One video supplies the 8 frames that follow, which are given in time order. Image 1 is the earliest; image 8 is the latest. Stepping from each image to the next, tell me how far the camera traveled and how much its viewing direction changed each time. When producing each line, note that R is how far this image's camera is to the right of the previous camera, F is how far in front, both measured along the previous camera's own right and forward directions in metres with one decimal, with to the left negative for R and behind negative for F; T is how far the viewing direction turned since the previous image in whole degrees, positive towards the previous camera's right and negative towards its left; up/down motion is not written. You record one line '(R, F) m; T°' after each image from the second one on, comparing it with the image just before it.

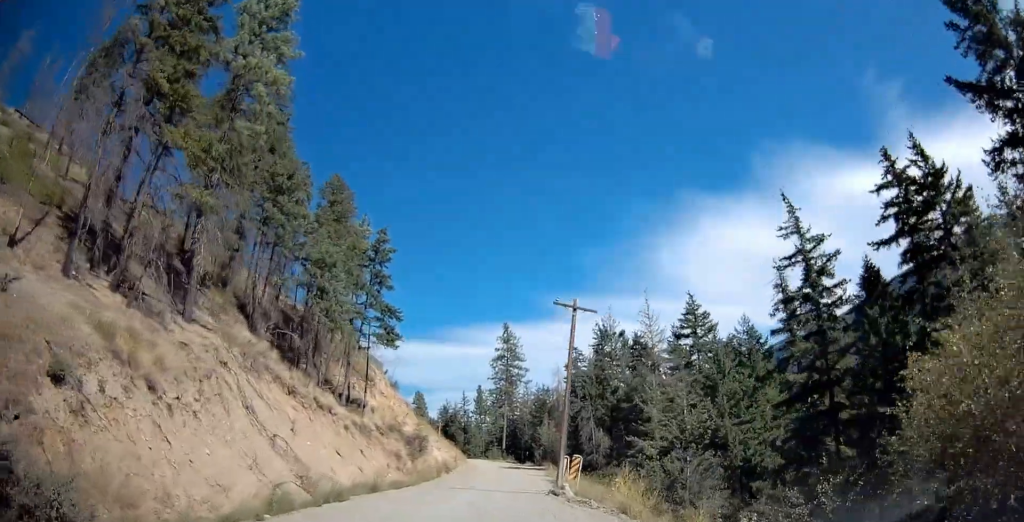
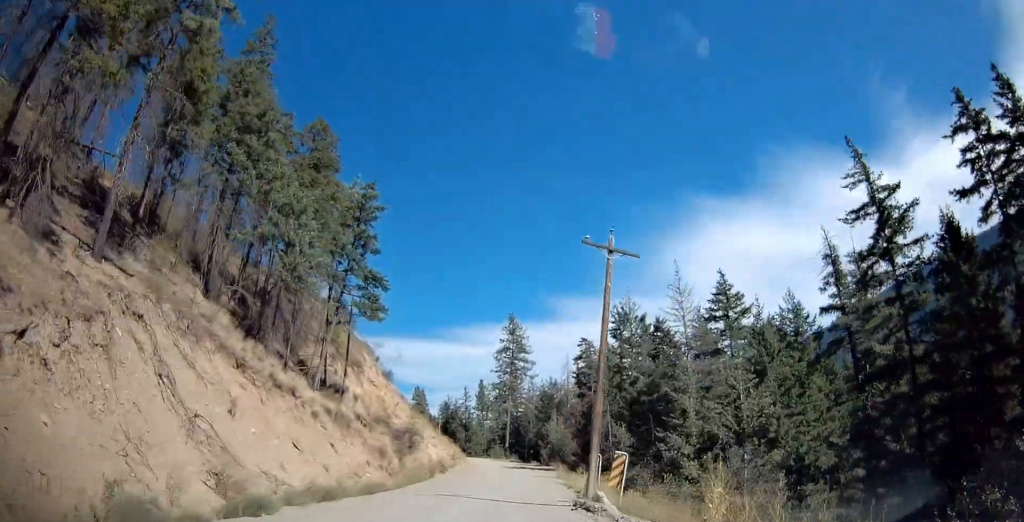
(-0.1, +7.5) m; -1°
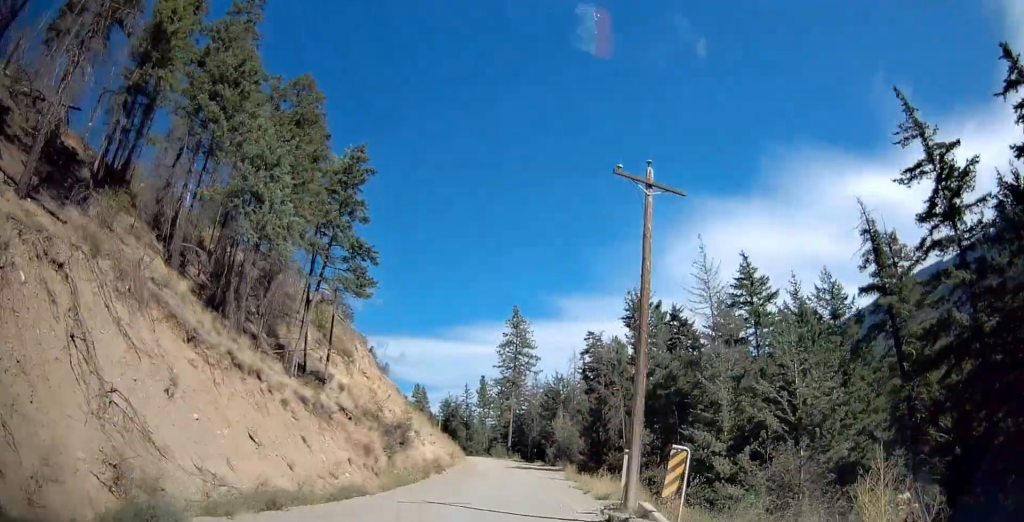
(0.0, +4.8) m; 0°
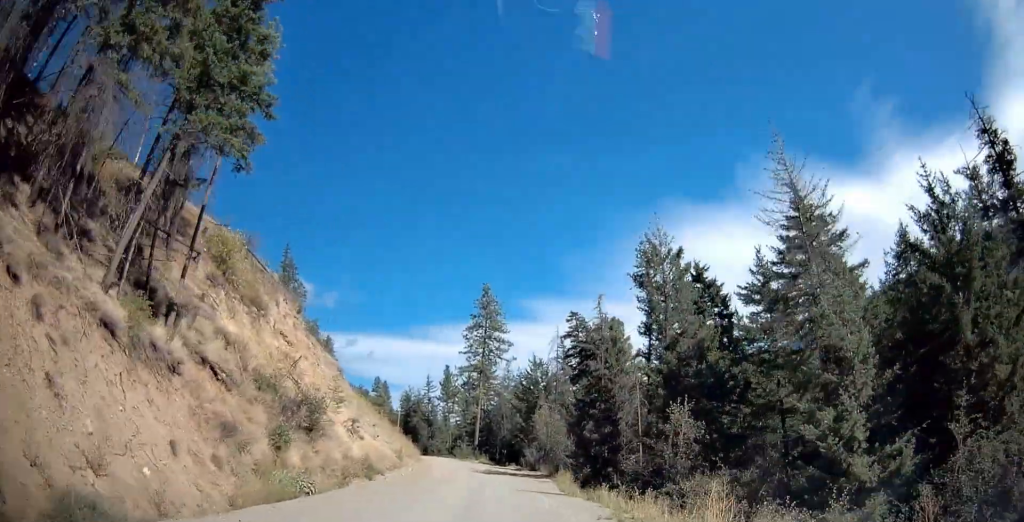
(+0.1, +14.8) m; +3°
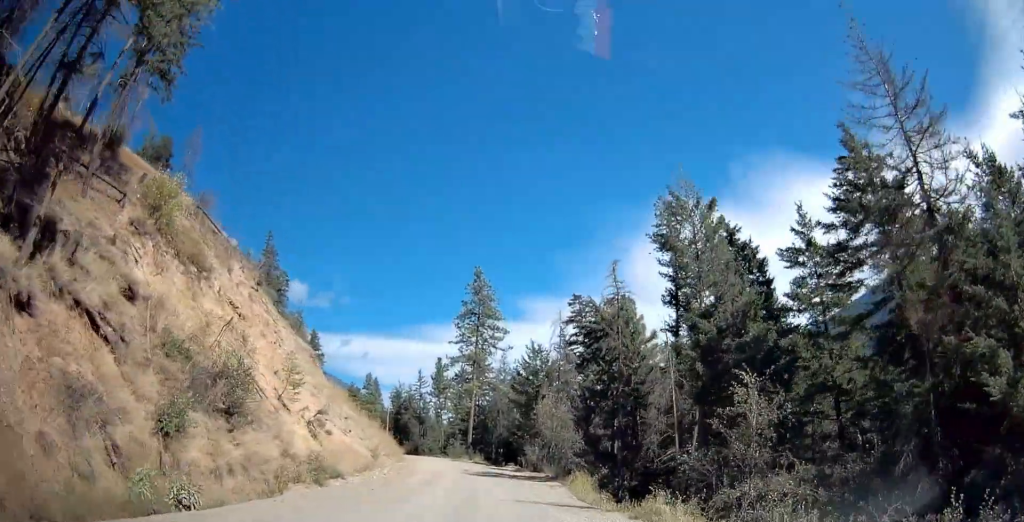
(+0.4, +7.7) m; 0°
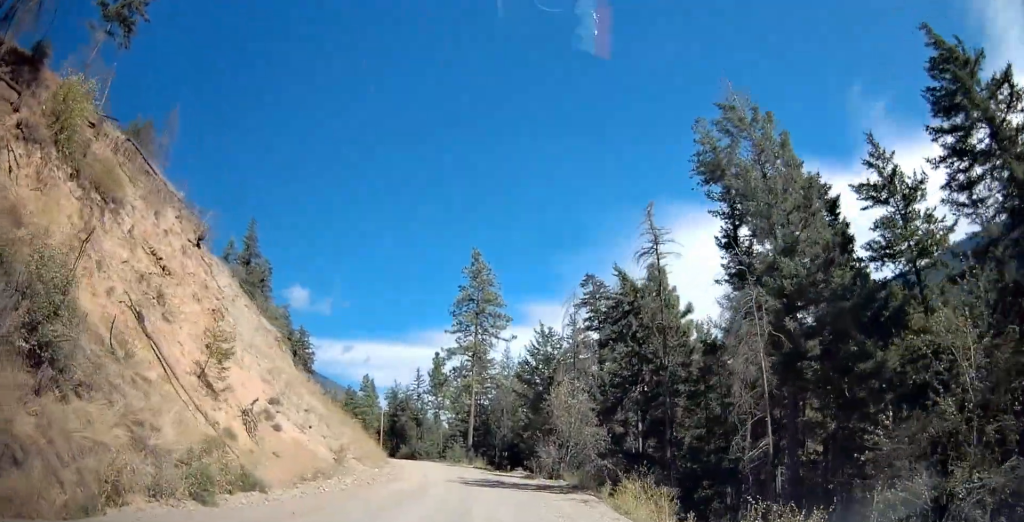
(-0.2, +9.2) m; 0°
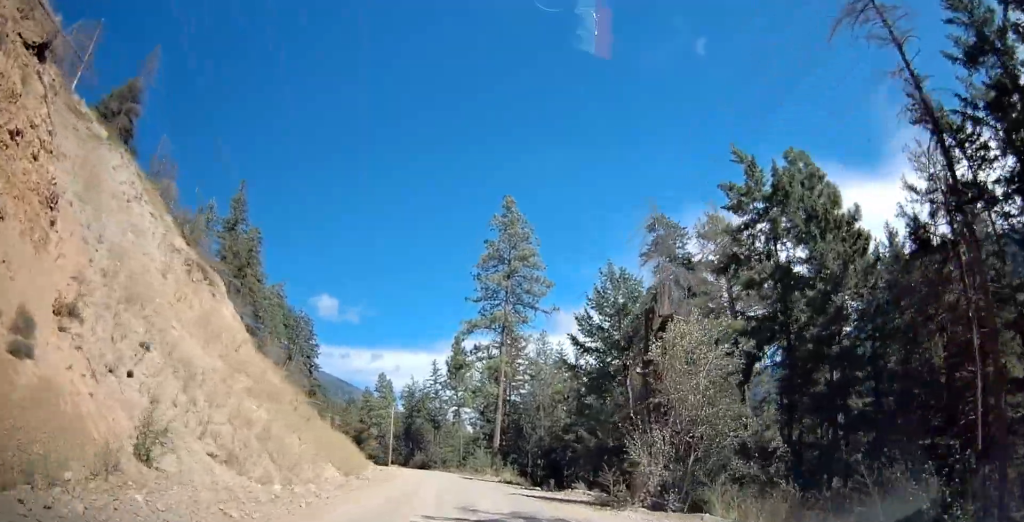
(+0.2, +17.3) m; -1°
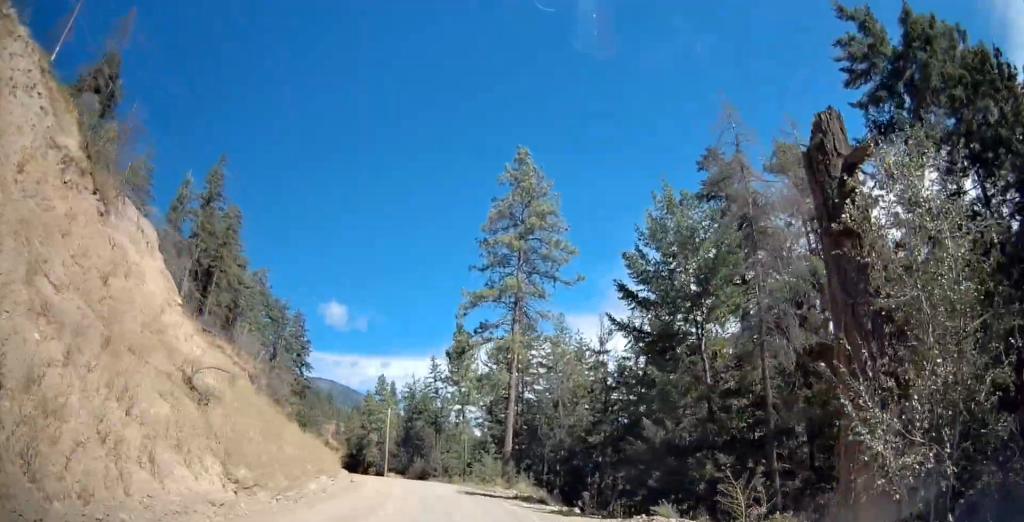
(-0.4, +10.7) m; -2°
